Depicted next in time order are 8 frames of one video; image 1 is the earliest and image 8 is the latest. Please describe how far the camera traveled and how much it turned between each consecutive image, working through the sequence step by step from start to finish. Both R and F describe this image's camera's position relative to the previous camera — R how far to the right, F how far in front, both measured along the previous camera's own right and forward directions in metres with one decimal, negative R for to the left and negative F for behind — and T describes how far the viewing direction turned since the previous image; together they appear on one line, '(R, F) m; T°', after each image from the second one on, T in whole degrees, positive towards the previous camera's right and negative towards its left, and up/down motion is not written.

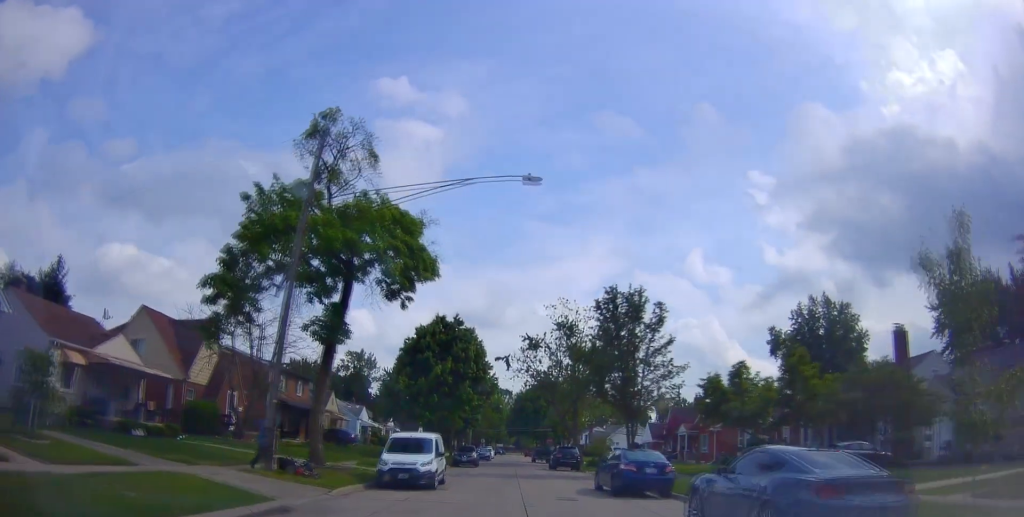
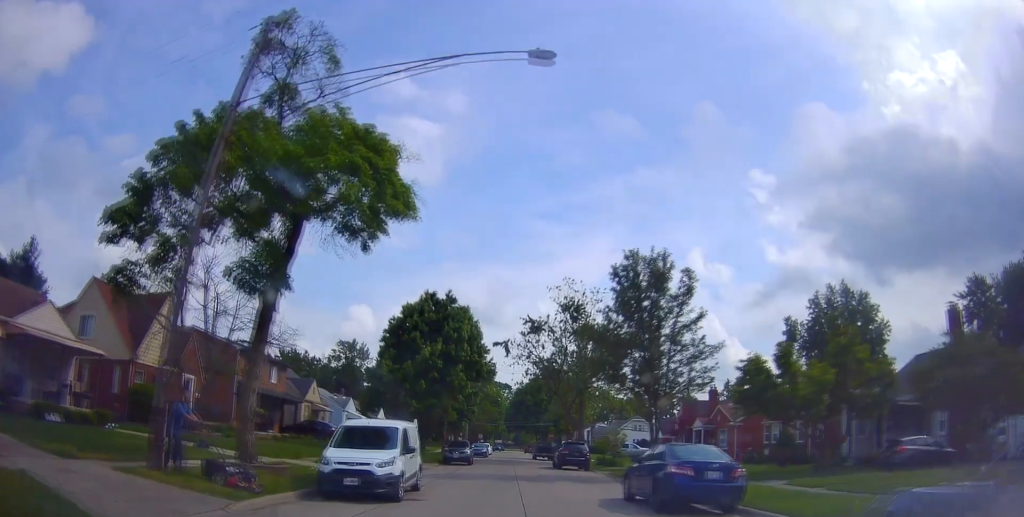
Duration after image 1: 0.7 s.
(0.0, +5.6) m; 0°
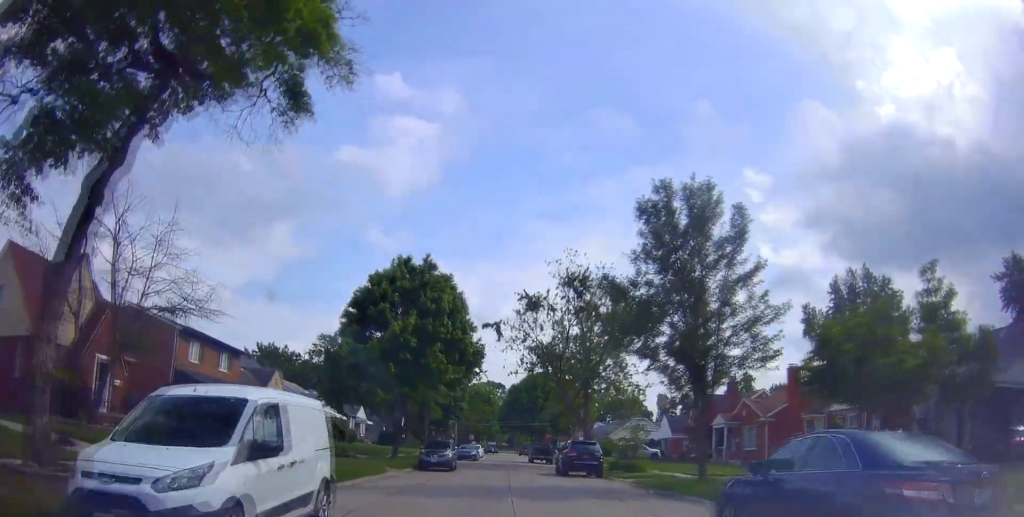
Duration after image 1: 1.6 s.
(0.0, +7.3) m; 0°
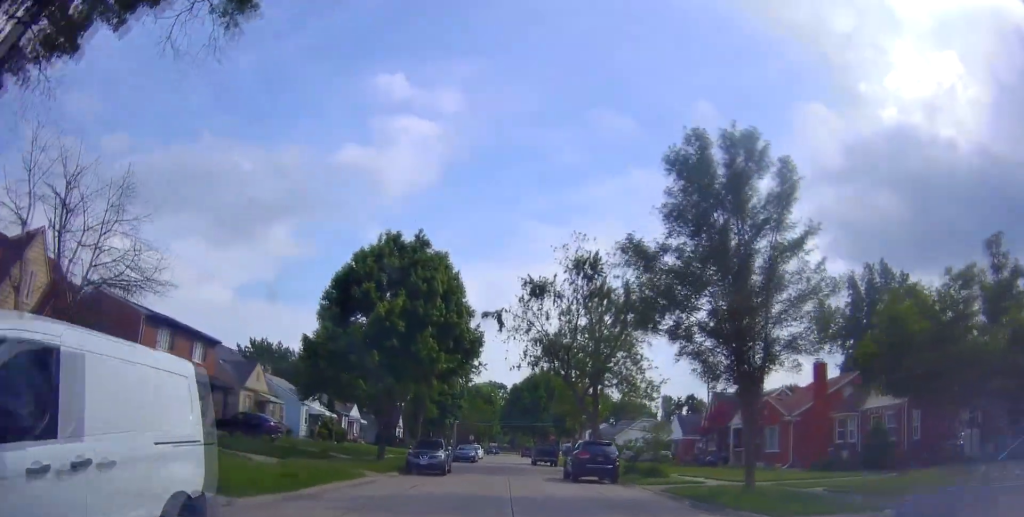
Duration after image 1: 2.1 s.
(0.0, +3.7) m; 0°
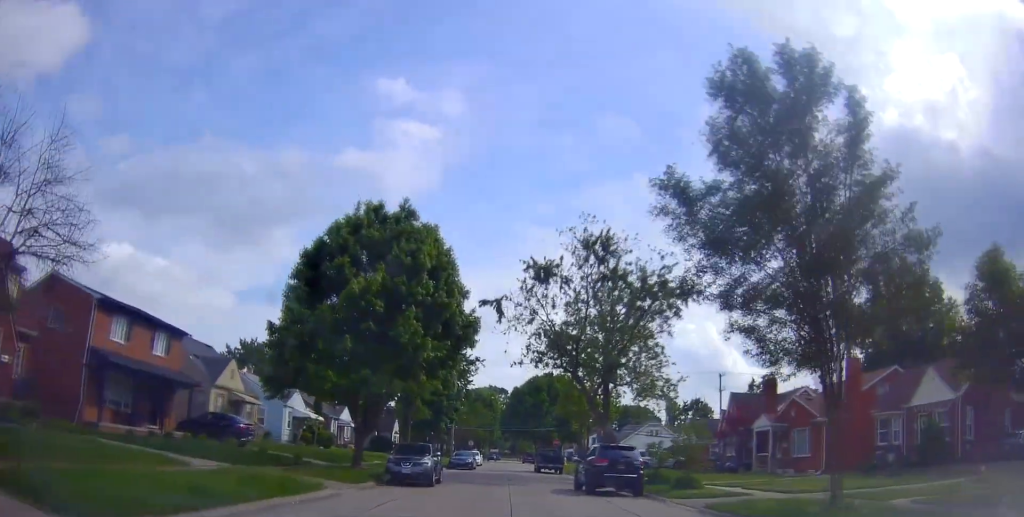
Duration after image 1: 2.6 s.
(0.0, +4.2) m; 0°
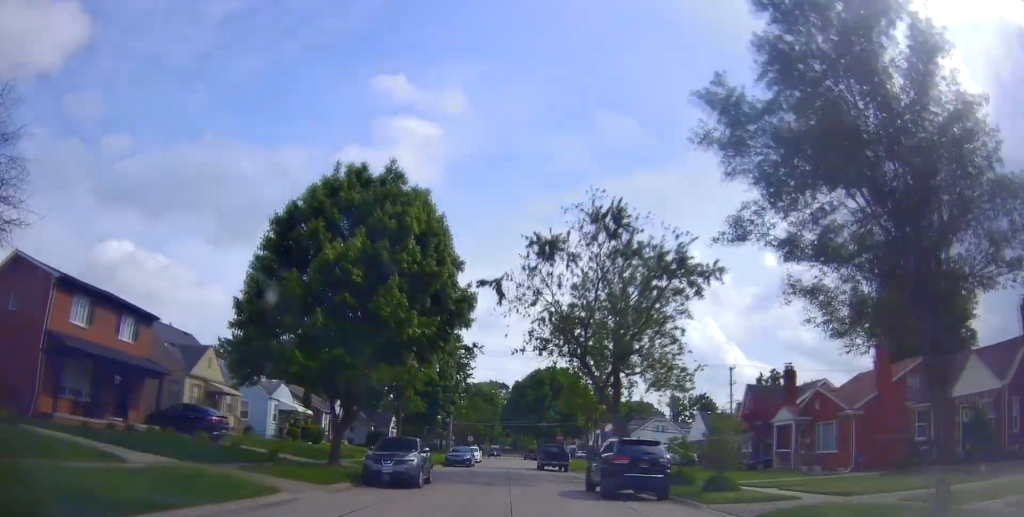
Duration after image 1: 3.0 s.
(0.0, +3.2) m; 0°
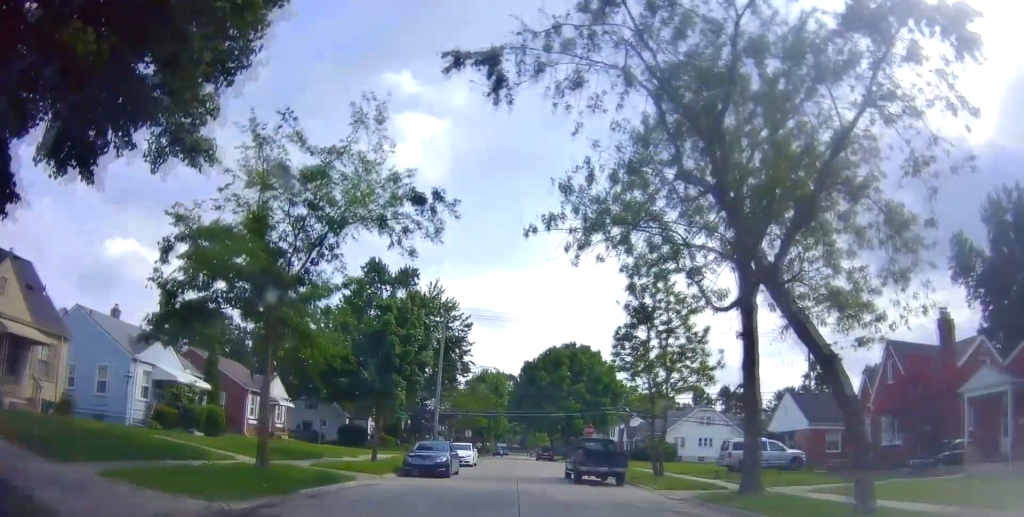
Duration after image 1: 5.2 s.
(-1.2, +17.9) m; -6°
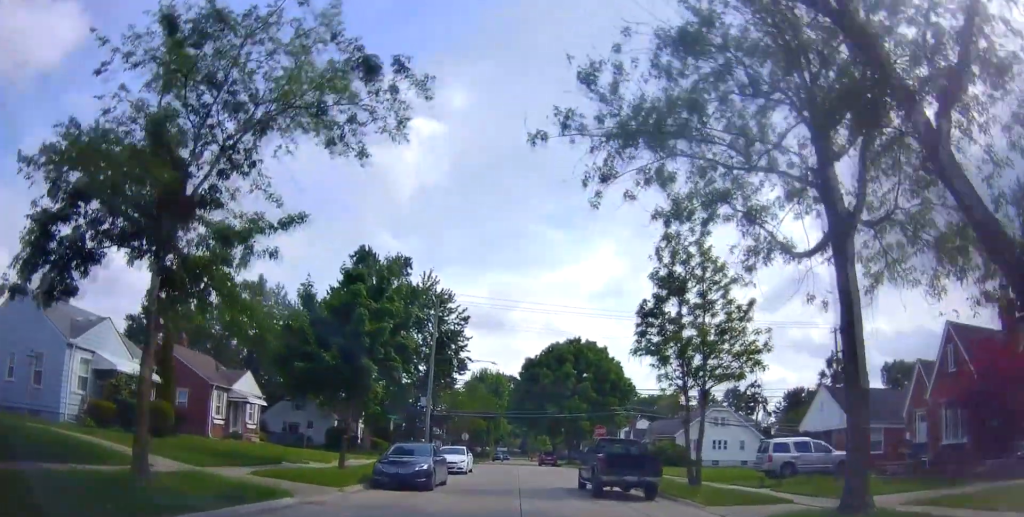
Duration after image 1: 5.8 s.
(0.0, +4.9) m; +2°
